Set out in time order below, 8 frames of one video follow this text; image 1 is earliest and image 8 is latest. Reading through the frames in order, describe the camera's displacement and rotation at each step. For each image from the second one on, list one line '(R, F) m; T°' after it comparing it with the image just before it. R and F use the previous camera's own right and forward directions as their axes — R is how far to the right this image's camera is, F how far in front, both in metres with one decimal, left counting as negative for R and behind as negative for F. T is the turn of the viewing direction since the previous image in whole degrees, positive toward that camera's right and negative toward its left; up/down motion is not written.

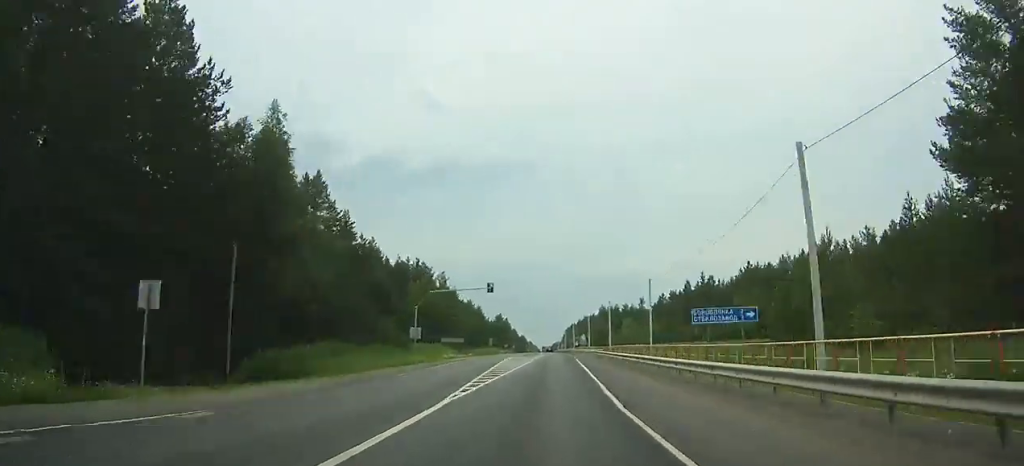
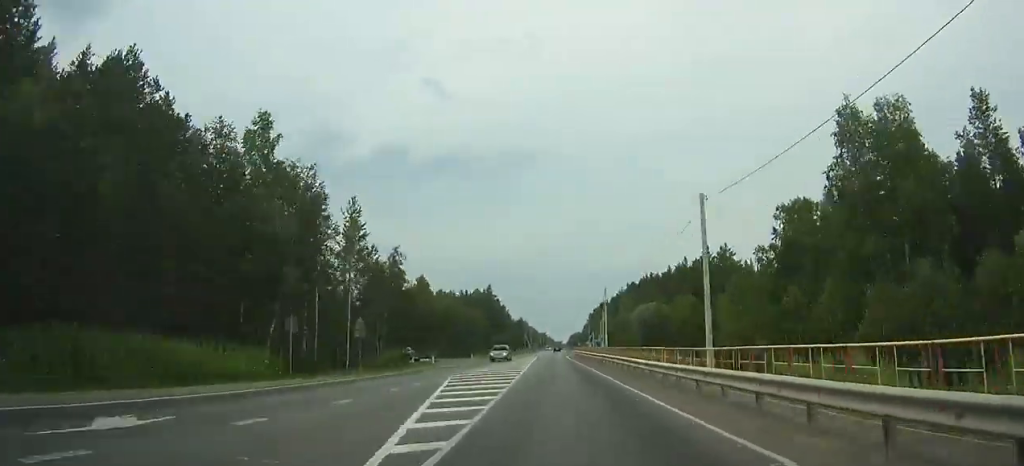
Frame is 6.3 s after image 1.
(-12.4, +151.3) m; -3°
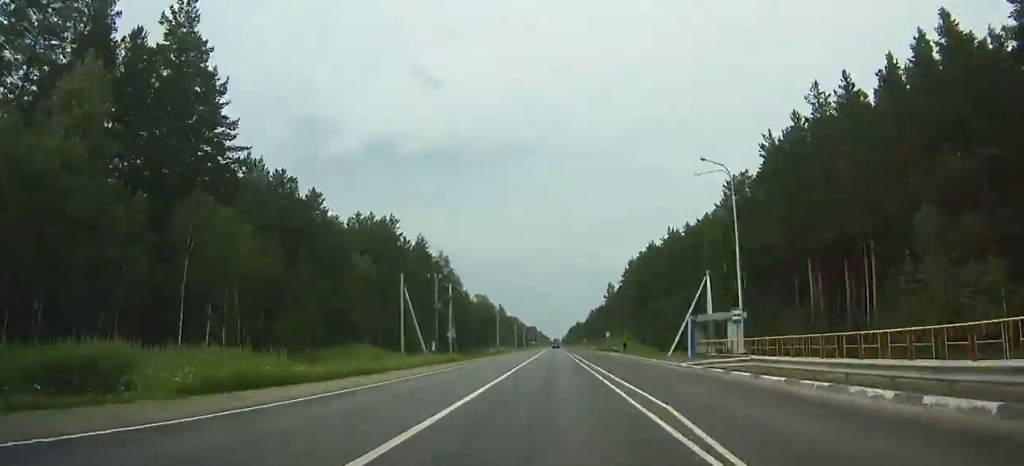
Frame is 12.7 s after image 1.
(+20.2, +200.3) m; +5°
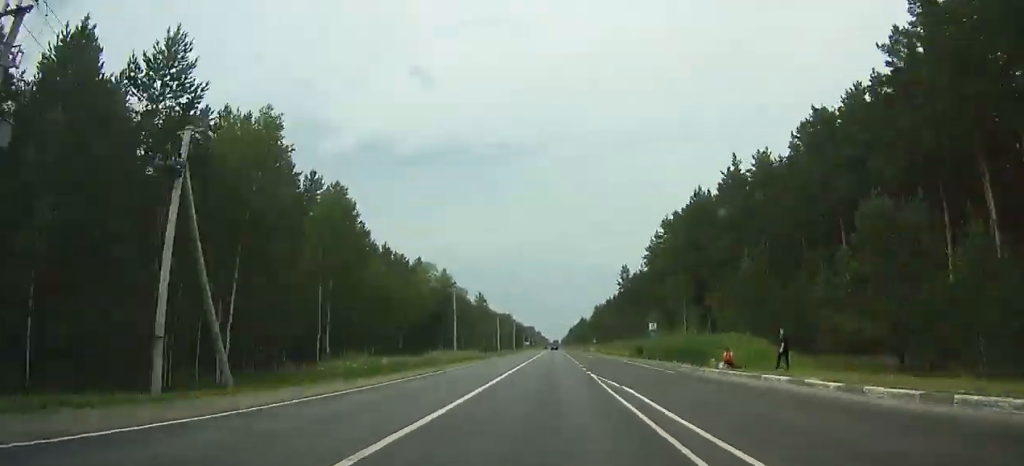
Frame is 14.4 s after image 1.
(-1.0, +53.5) m; -1°
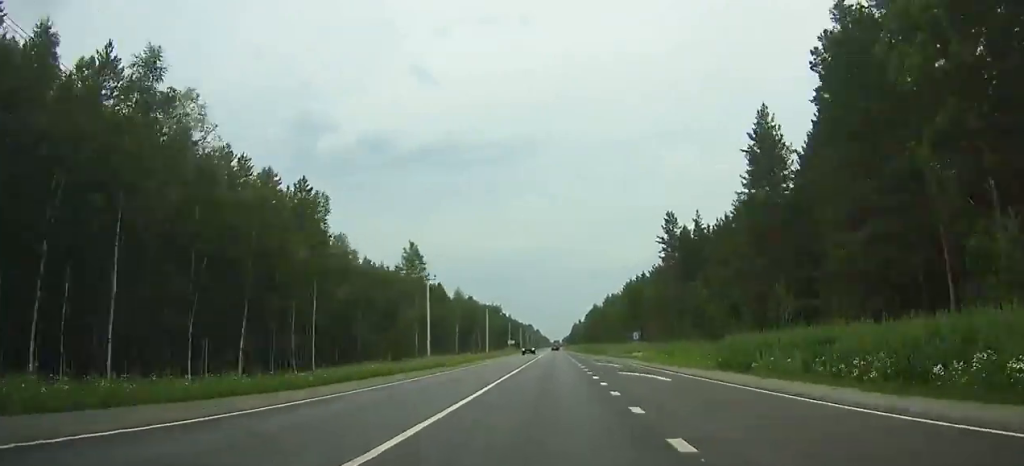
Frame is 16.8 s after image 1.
(-1.1, +74.4) m; -1°
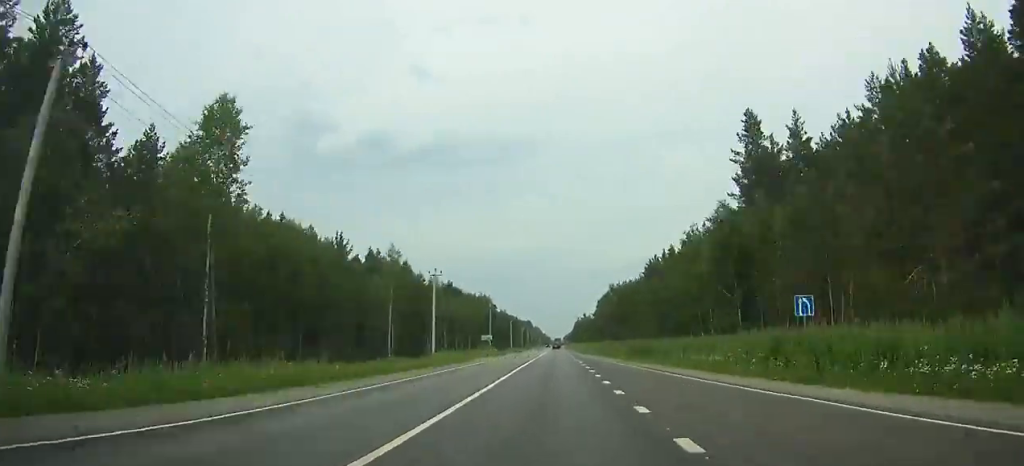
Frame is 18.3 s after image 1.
(+0.3, +47.0) m; 0°
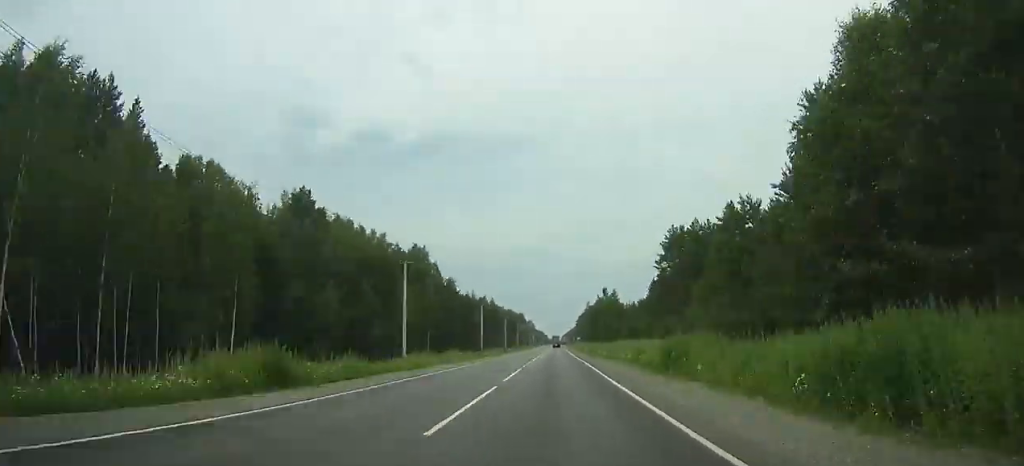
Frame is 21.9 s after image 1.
(-0.2, +110.7) m; 0°
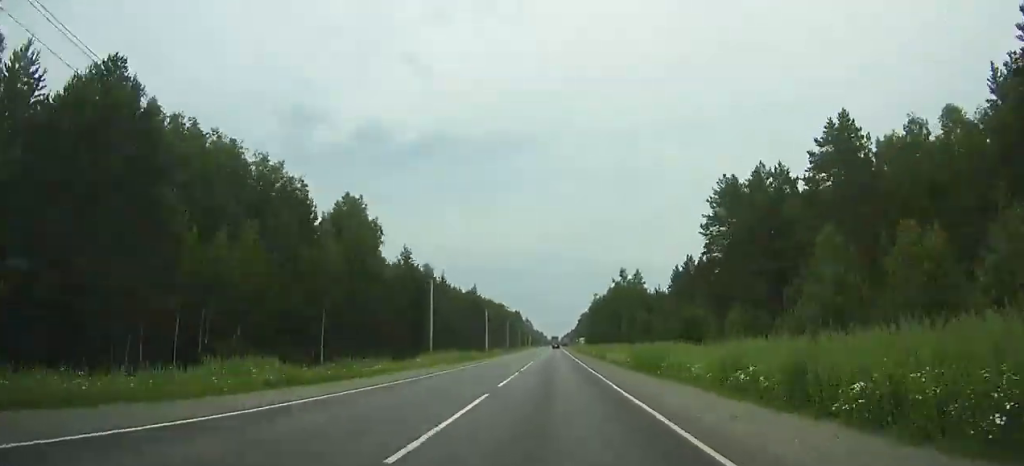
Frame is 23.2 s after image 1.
(-0.1, +38.7) m; 0°
